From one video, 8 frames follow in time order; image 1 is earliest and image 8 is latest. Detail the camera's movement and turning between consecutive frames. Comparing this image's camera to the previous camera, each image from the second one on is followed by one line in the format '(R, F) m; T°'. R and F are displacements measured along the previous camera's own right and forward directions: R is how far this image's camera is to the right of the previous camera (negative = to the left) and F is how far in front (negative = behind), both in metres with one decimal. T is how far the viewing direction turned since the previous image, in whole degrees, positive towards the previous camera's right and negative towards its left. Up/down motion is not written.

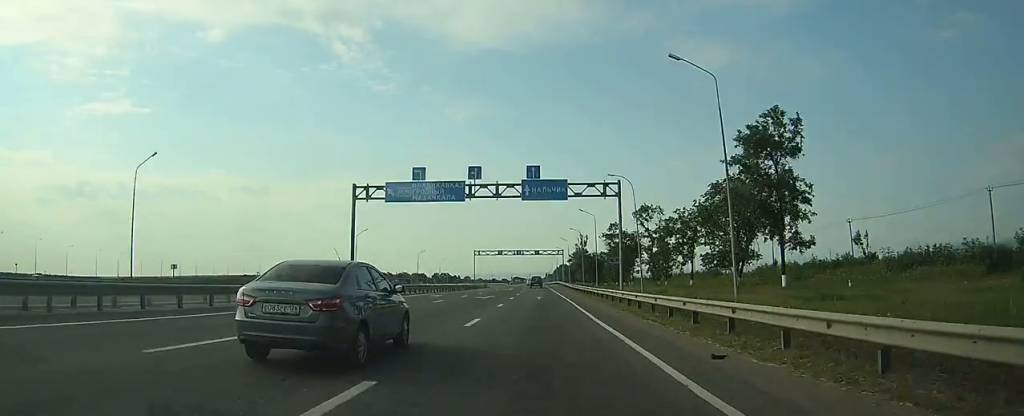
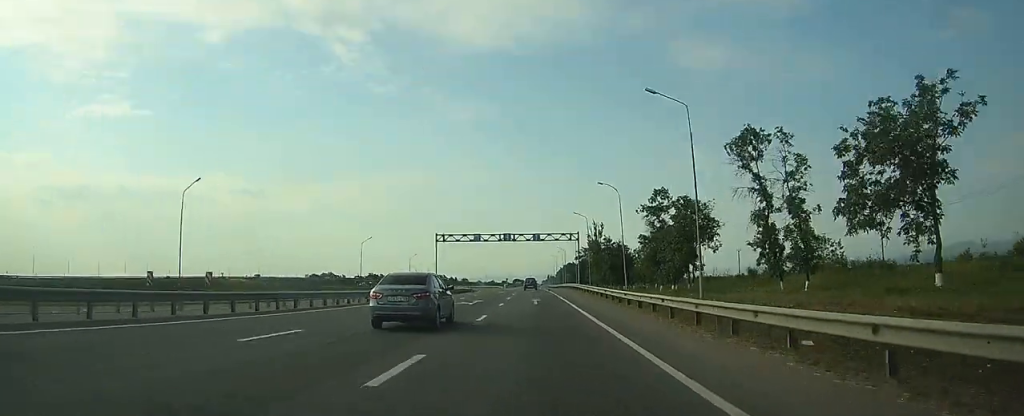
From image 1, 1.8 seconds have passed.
(+0.1, +45.2) m; 0°
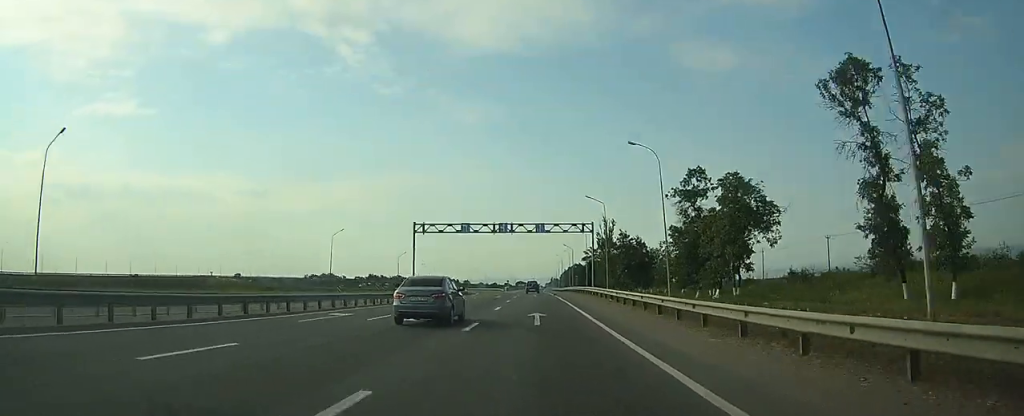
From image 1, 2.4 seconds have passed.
(0.0, +15.4) m; 0°
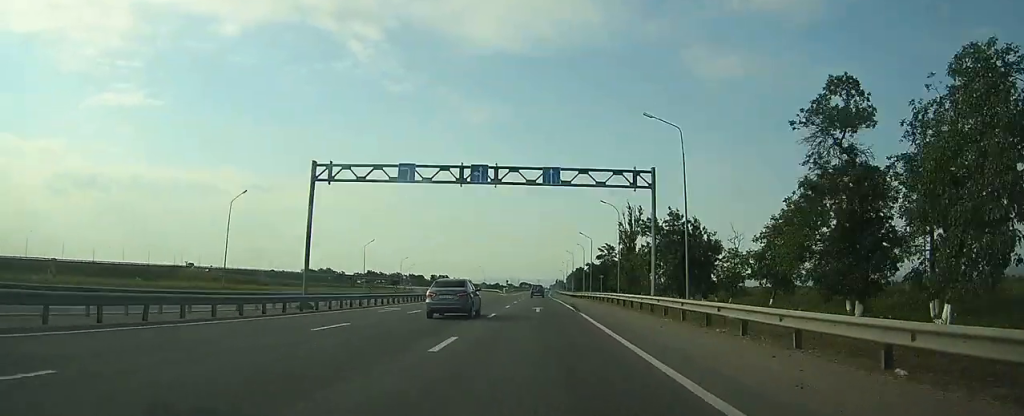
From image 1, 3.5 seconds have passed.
(-0.1, +29.0) m; 0°
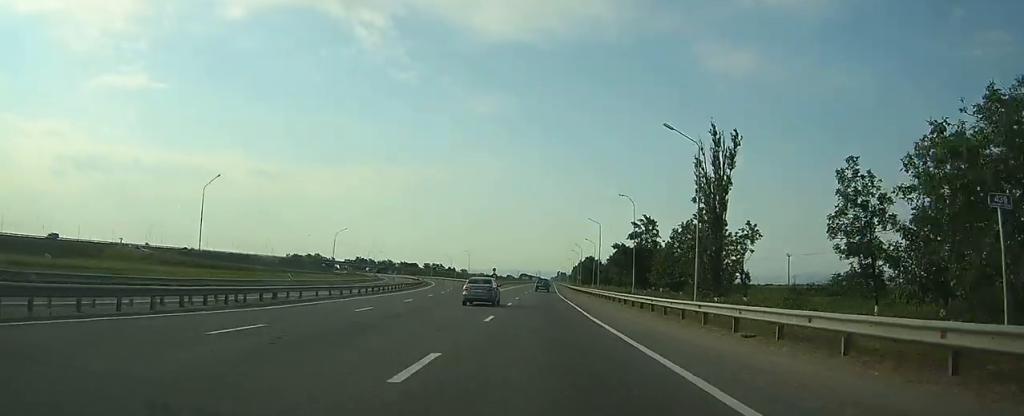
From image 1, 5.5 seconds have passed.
(-0.3, +52.1) m; 0°
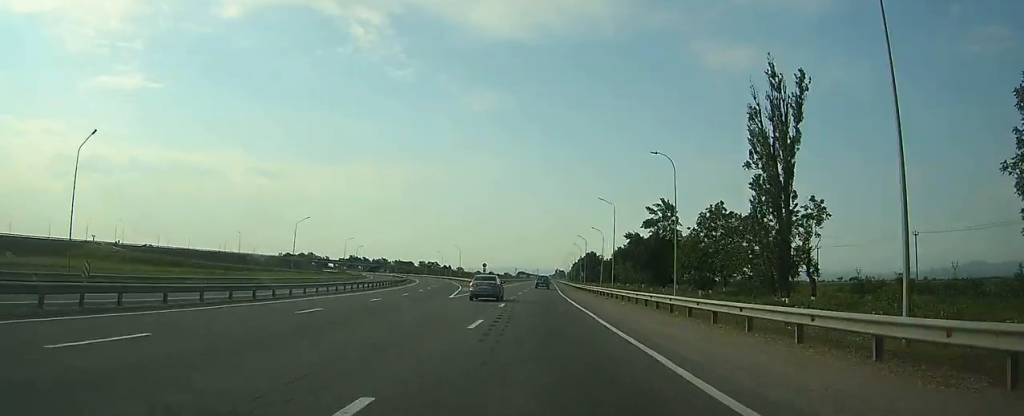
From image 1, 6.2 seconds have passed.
(0.0, +16.2) m; 0°
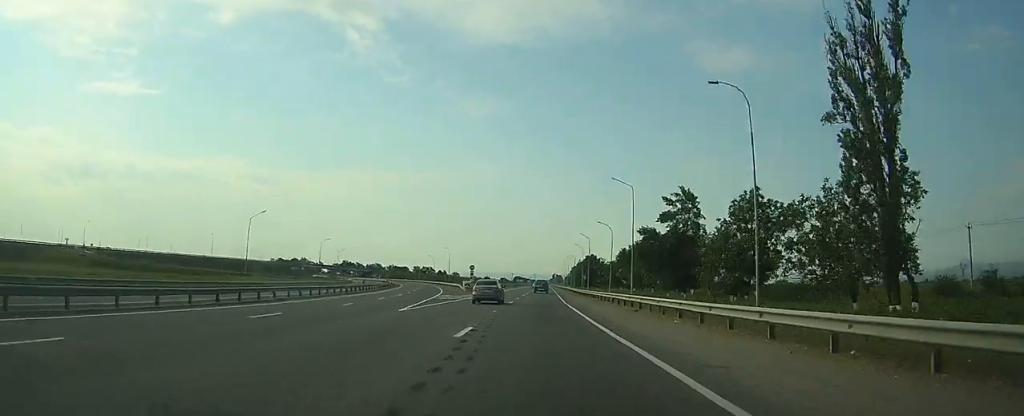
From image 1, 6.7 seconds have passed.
(0.0, +13.6) m; 0°
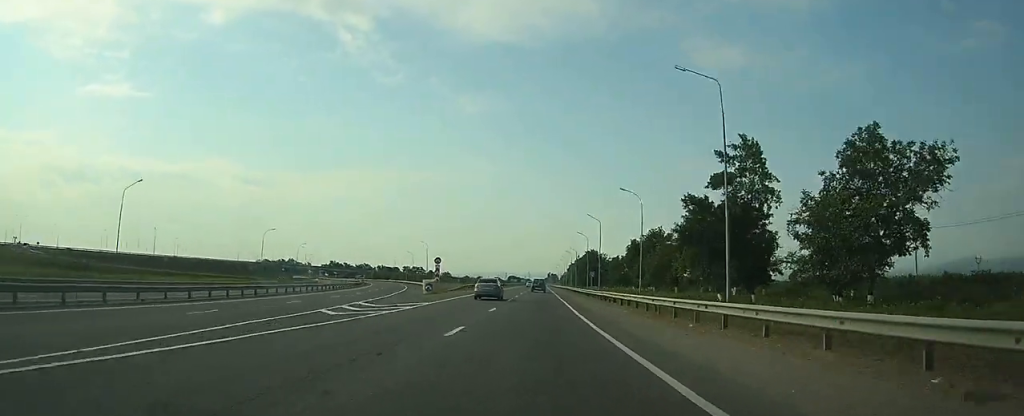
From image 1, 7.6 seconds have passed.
(0.0, +23.9) m; 0°
